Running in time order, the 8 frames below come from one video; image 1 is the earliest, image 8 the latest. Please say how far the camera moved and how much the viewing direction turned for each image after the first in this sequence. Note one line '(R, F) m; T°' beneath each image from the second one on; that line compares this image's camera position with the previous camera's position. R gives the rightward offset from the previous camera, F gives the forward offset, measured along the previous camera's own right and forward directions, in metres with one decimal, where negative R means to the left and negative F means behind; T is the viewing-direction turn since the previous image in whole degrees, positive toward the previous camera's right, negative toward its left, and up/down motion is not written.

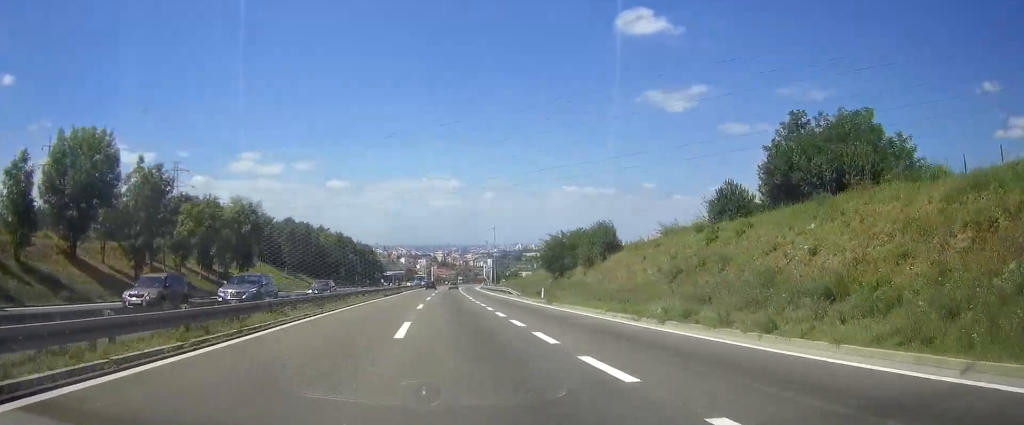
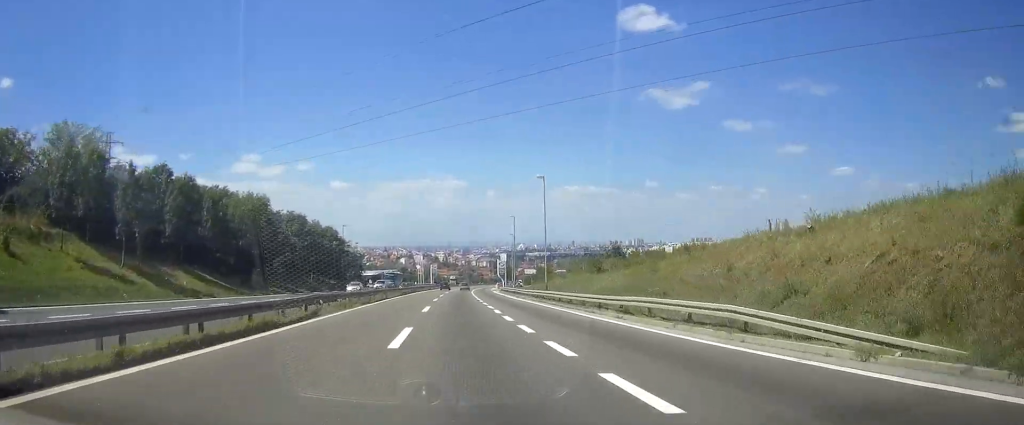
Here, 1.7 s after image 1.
(+0.1, +55.8) m; 0°
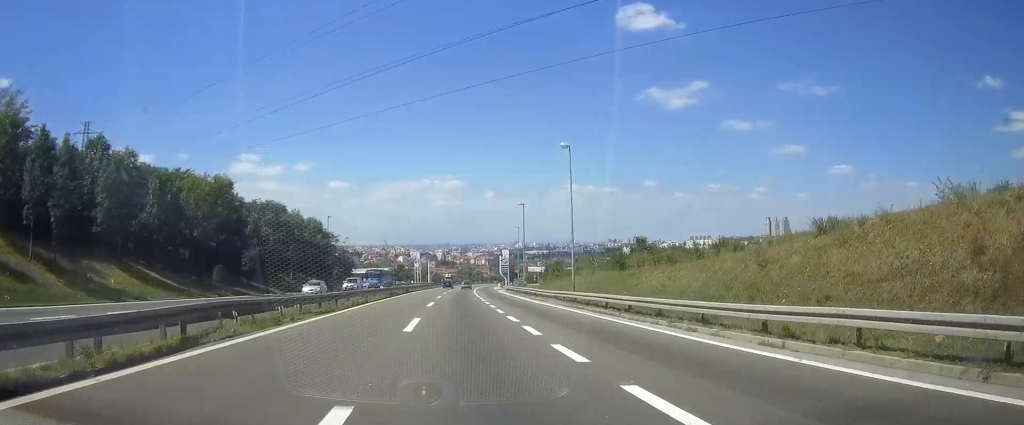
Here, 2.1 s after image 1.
(0.0, +13.1) m; 0°
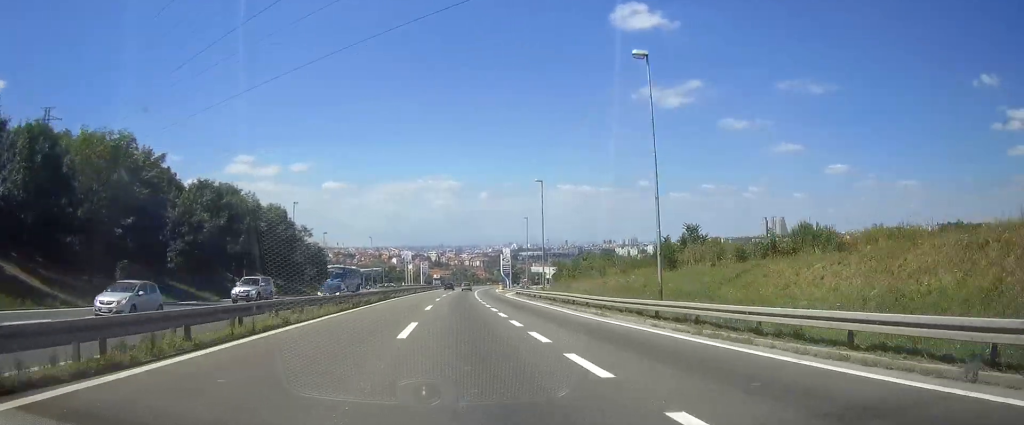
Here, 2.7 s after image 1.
(0.0, +19.7) m; 0°
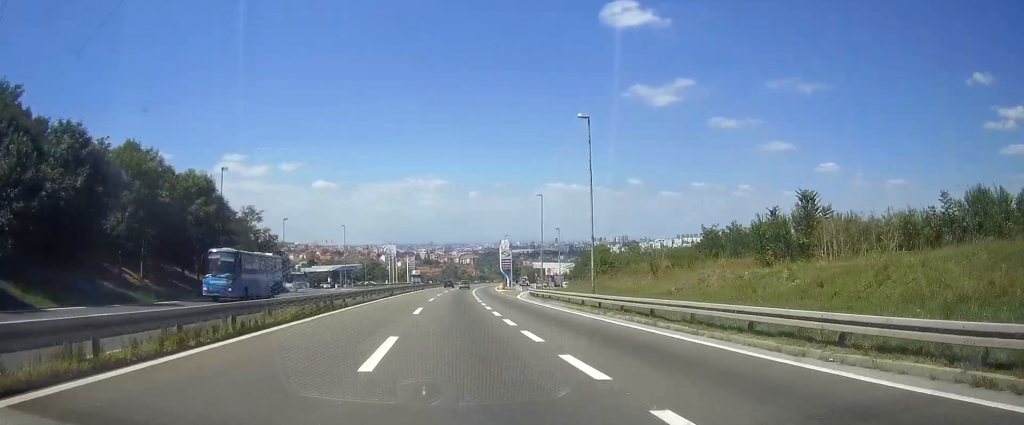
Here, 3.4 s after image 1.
(+0.1, +24.1) m; +1°
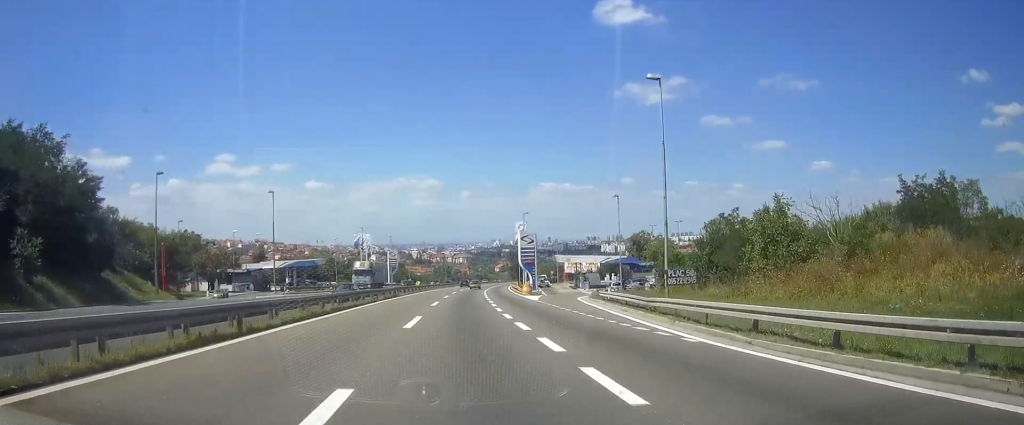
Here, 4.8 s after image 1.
(+0.4, +43.8) m; +1°
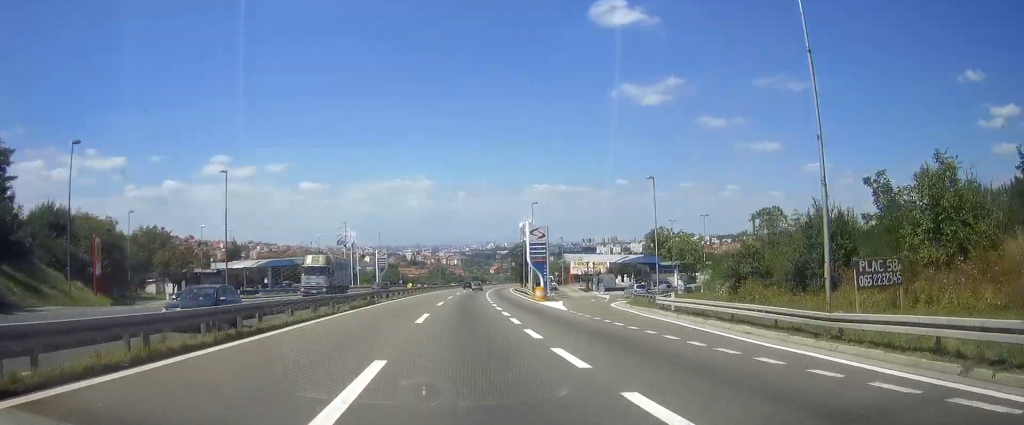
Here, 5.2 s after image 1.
(0.0, +14.2) m; 0°
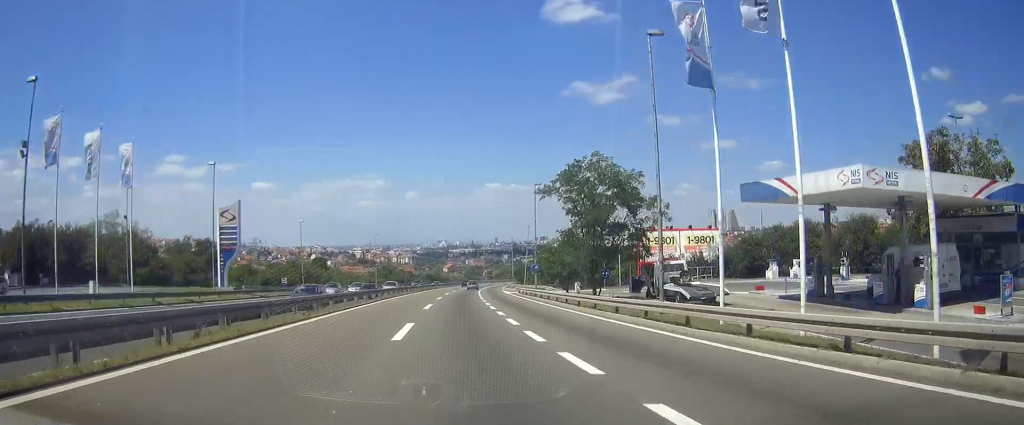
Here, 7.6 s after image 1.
(+2.4, +78.2) m; +4°
